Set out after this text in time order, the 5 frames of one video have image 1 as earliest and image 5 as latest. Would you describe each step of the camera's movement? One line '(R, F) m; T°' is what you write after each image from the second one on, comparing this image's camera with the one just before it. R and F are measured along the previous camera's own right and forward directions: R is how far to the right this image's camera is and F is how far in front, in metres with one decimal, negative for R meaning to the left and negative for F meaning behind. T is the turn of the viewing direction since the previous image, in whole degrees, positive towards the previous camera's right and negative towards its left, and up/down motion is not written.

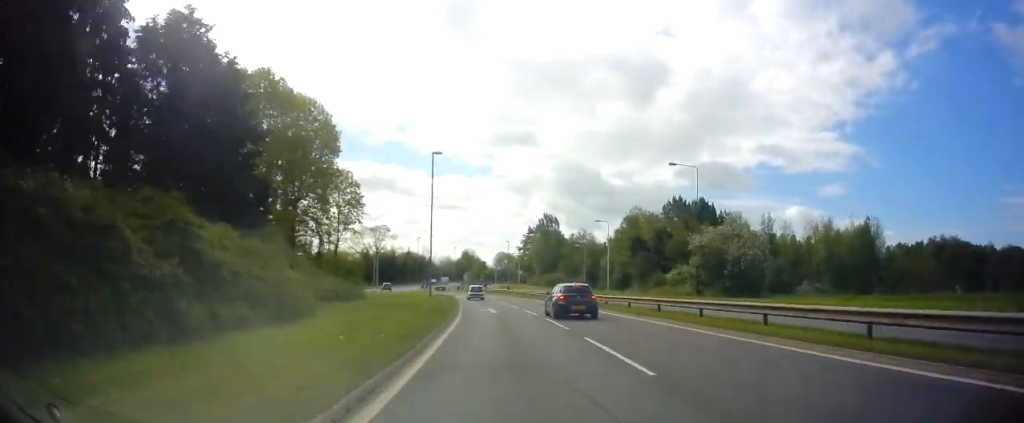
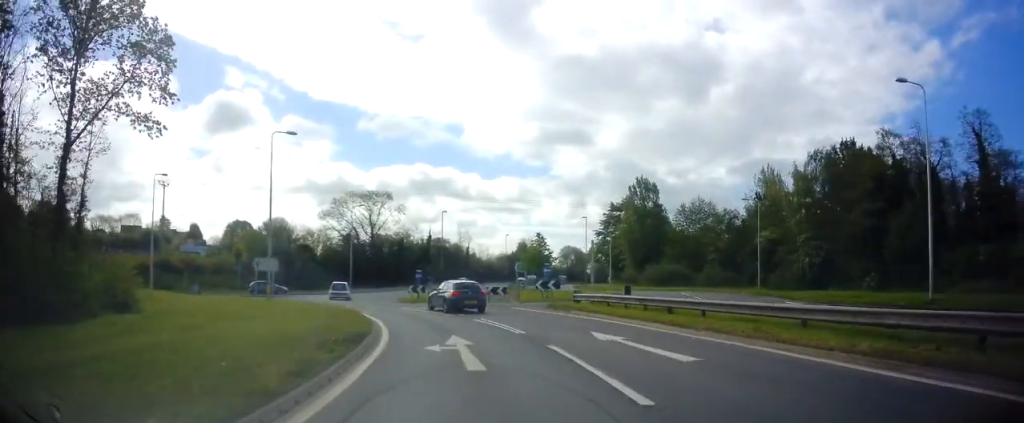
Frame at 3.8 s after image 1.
(-1.1, +56.9) m; -4°
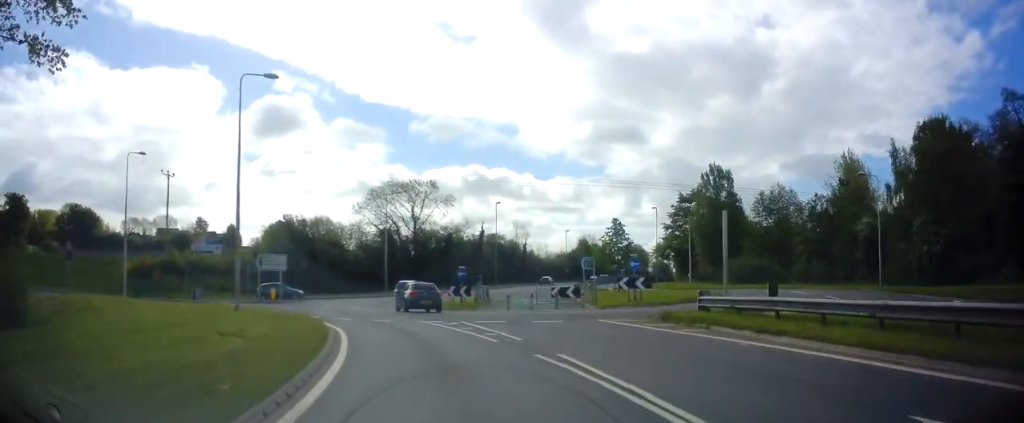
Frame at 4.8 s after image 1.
(-0.6, +11.1) m; -9°
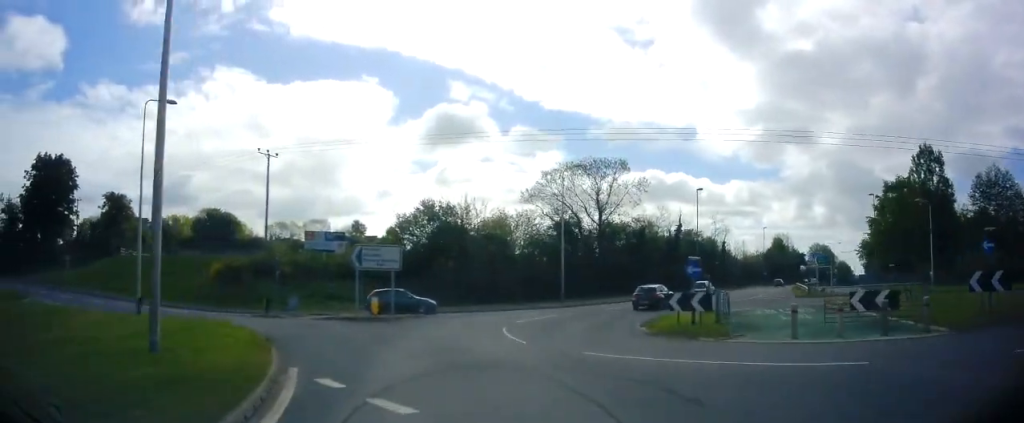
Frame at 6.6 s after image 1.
(-1.9, +15.8) m; -15°
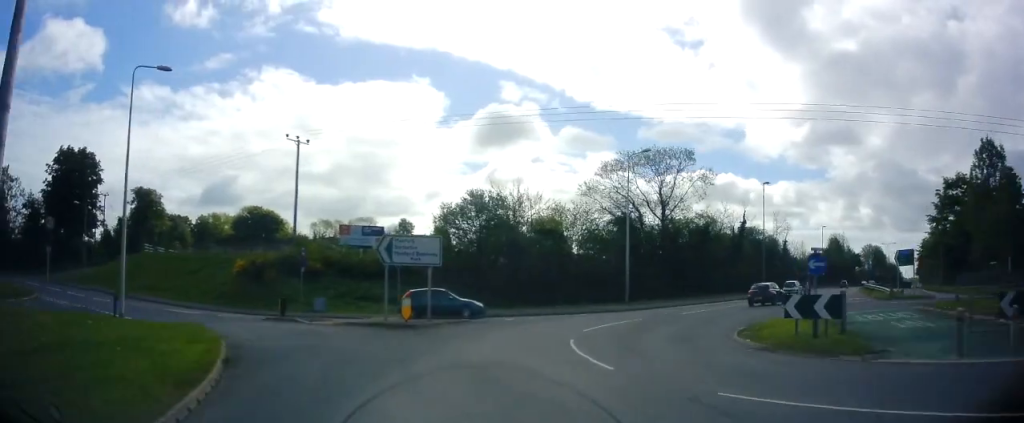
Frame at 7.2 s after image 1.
(-0.6, +4.9) m; -4°
